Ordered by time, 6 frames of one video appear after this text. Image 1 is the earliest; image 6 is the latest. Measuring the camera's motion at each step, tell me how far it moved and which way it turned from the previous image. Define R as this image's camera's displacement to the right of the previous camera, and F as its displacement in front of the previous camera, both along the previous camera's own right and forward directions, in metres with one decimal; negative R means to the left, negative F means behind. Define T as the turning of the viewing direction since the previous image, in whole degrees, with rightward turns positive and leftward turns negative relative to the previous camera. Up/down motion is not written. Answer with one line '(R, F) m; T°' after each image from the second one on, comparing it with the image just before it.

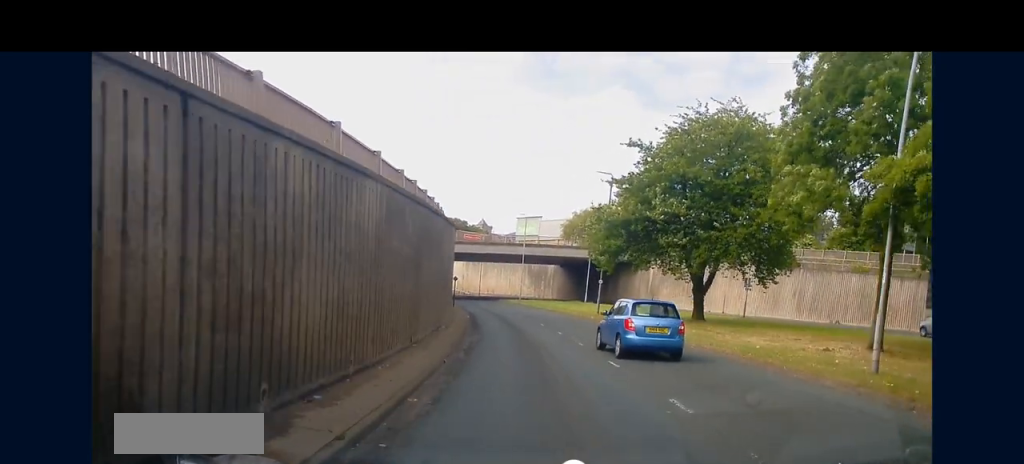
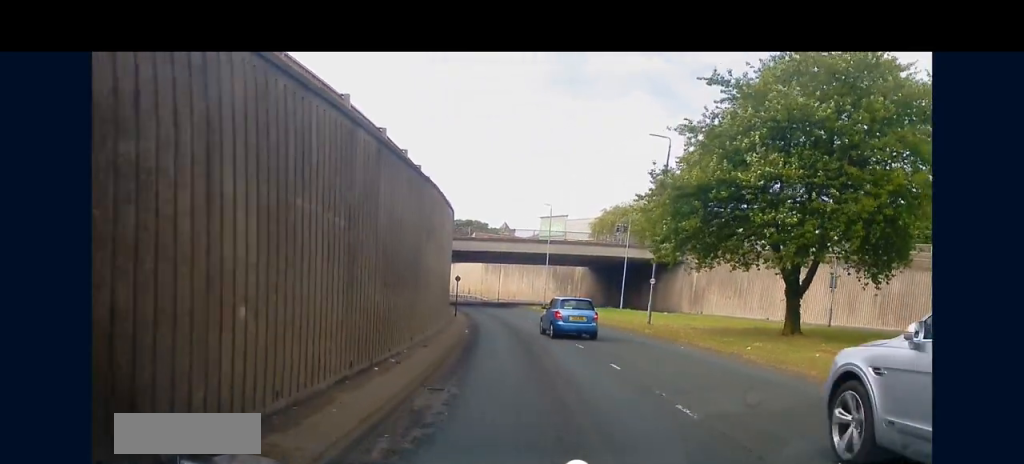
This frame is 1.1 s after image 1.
(-0.6, +11.8) m; -3°
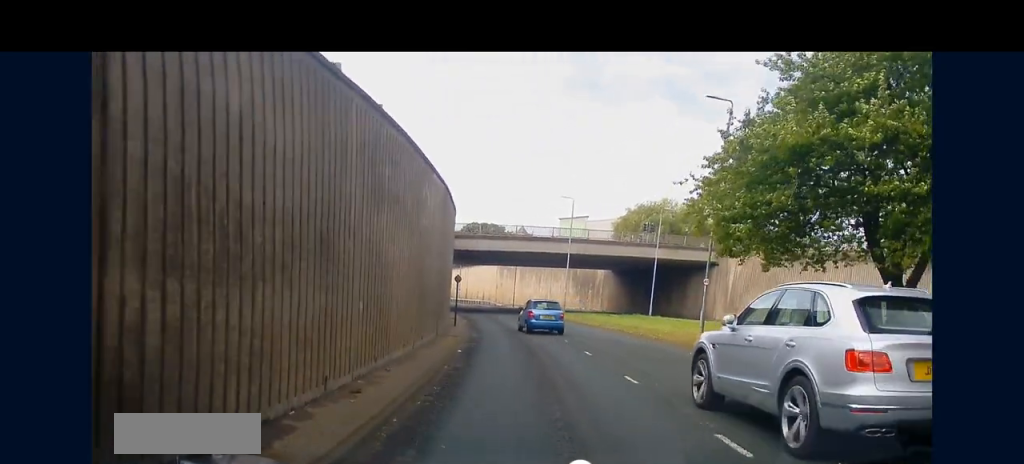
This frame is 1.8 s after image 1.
(0.0, +7.5) m; 0°
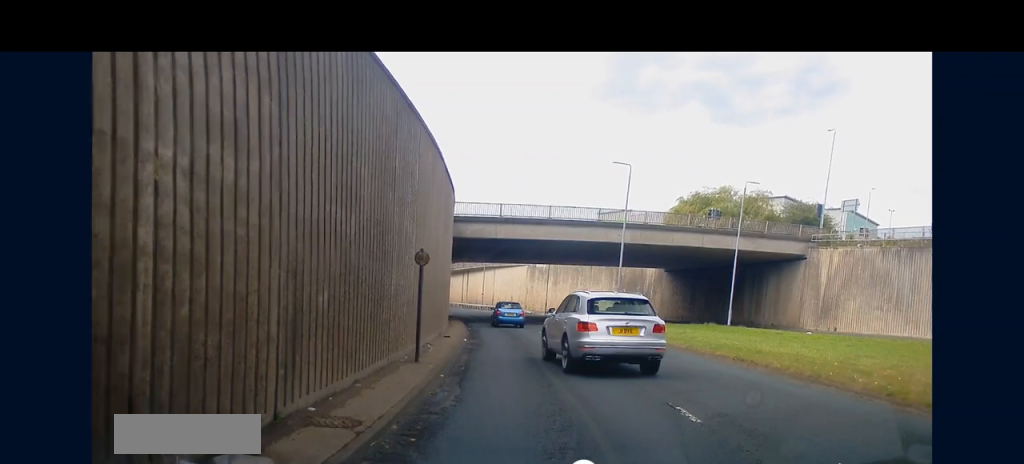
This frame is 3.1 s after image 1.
(-0.2, +15.2) m; -2°
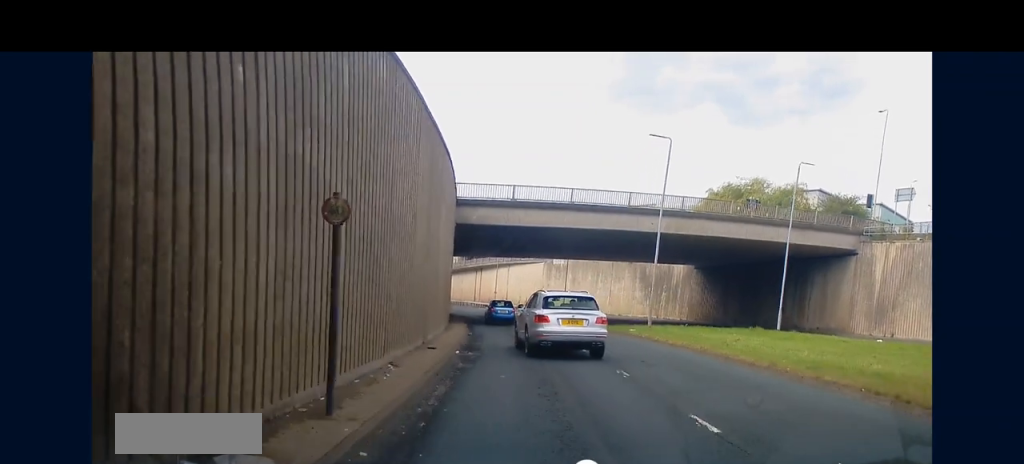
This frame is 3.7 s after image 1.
(-0.3, +6.5) m; +1°
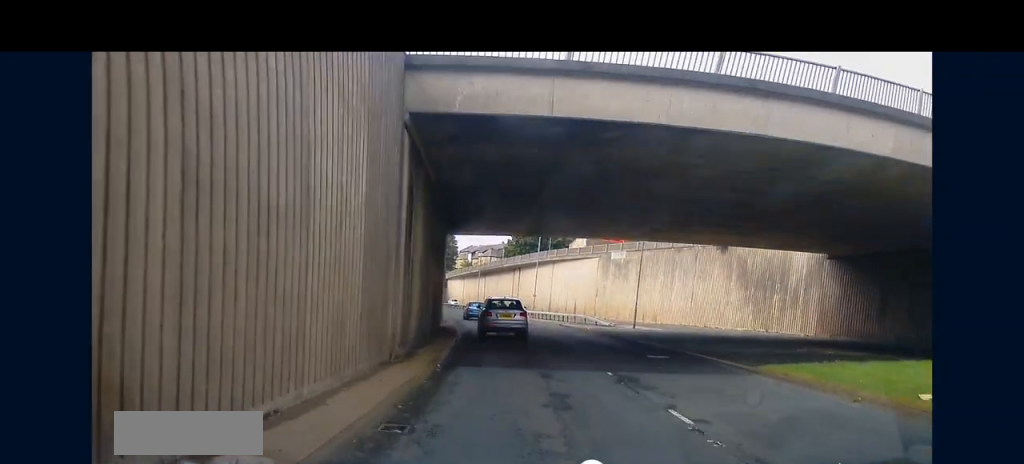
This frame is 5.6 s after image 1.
(-0.7, +22.0) m; -6°
